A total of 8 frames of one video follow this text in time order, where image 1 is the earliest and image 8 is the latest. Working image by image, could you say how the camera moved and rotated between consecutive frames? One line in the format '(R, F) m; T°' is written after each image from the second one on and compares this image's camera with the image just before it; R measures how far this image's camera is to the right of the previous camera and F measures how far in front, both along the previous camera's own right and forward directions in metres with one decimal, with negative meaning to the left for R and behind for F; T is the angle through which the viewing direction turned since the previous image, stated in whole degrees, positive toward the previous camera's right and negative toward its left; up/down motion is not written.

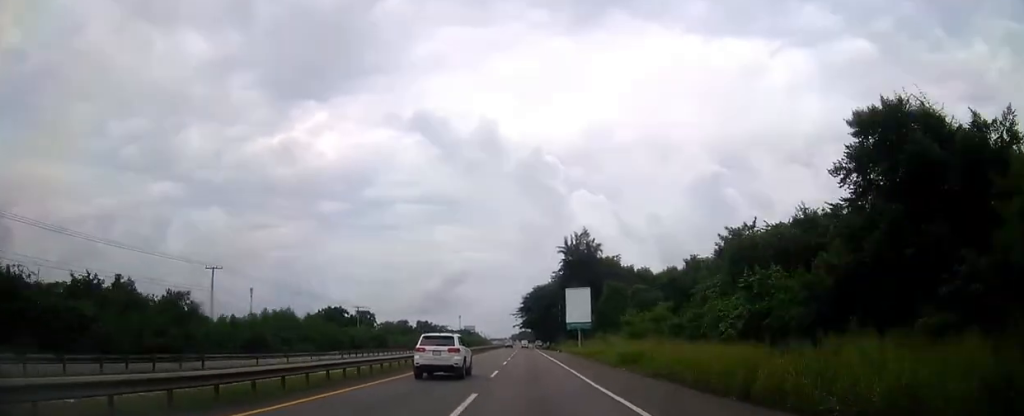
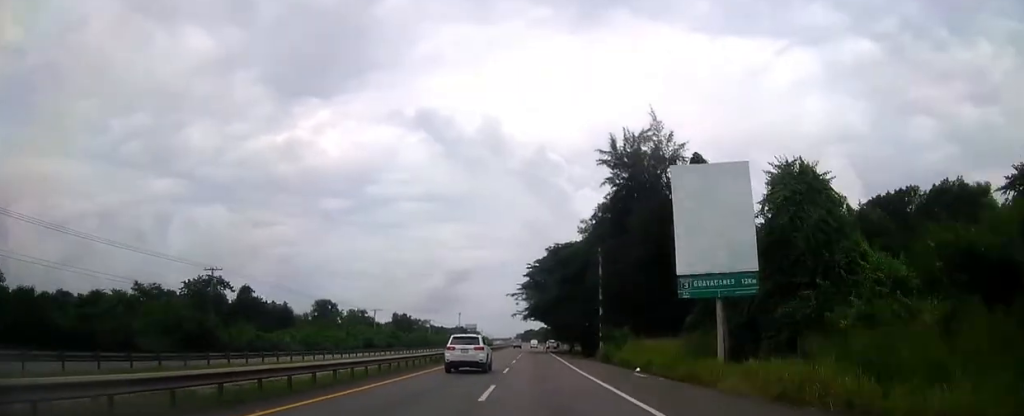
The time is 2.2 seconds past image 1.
(+0.1, +62.4) m; 0°
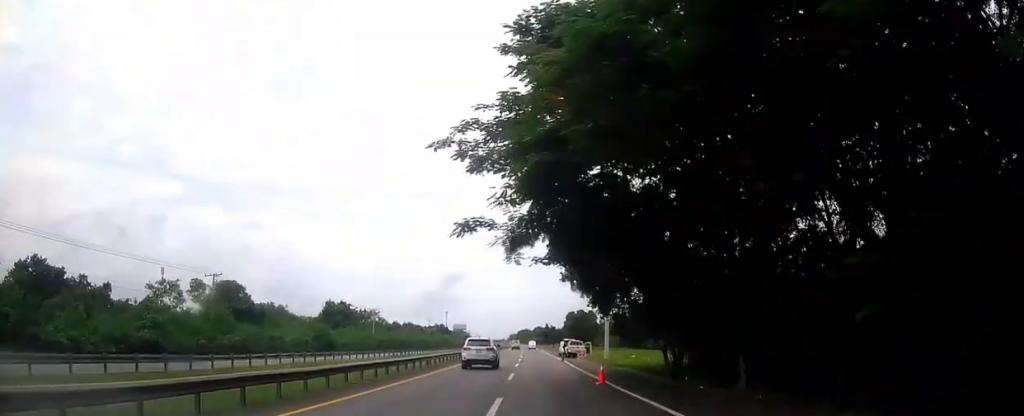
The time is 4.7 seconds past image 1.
(-0.3, +71.2) m; 0°
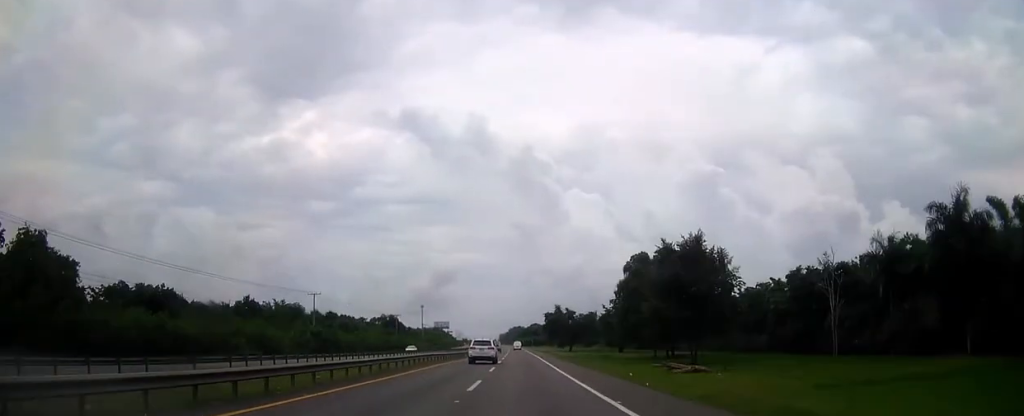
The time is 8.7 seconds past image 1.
(+0.9, +113.8) m; 0°
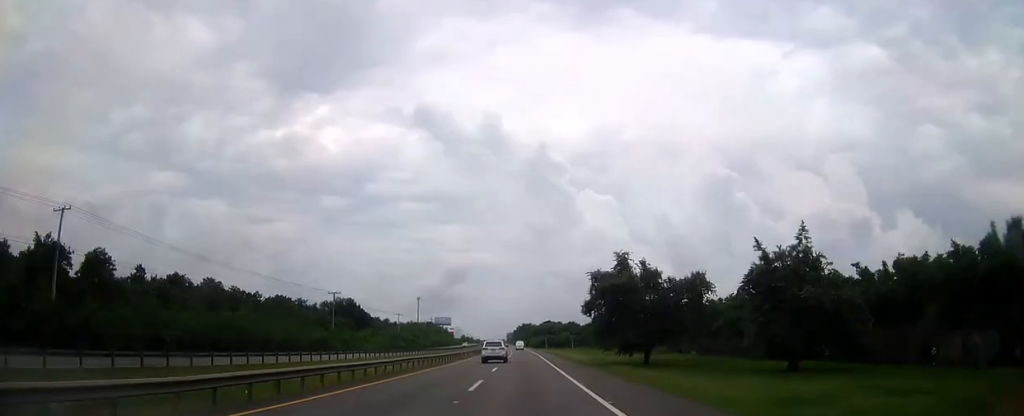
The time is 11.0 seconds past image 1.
(-0.3, +65.8) m; -1°
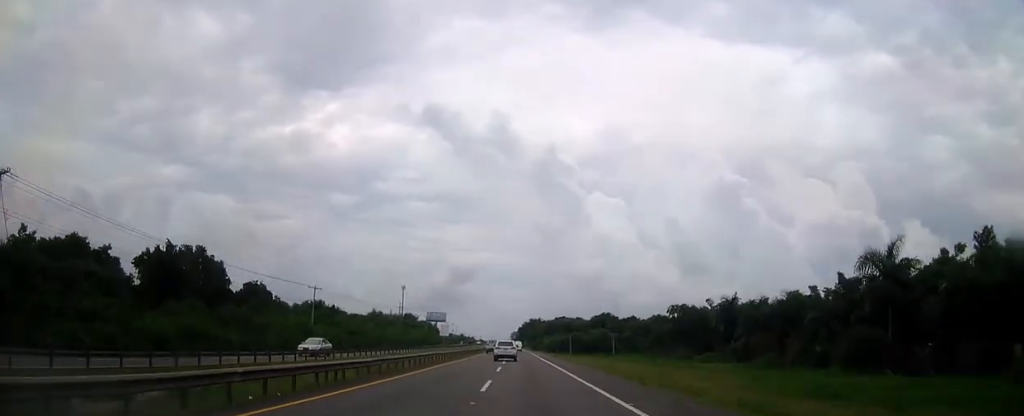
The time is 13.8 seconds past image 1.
(-0.6, +81.0) m; -1°
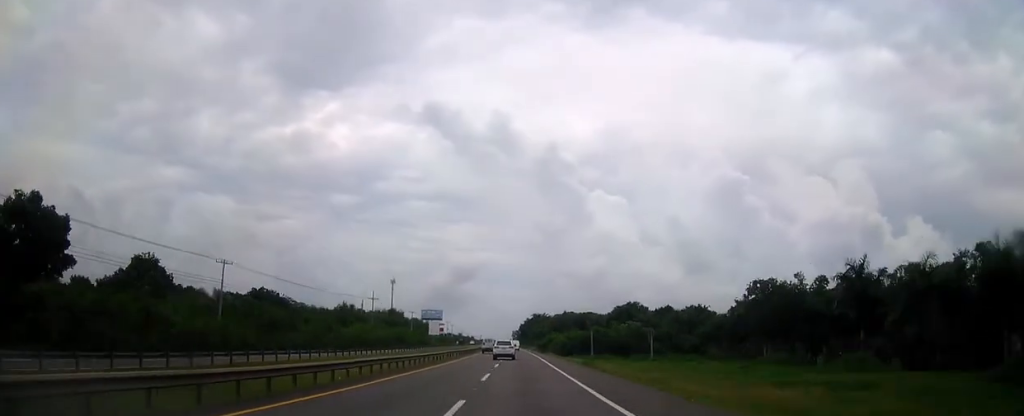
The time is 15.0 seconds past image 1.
(-0.1, +34.7) m; 0°
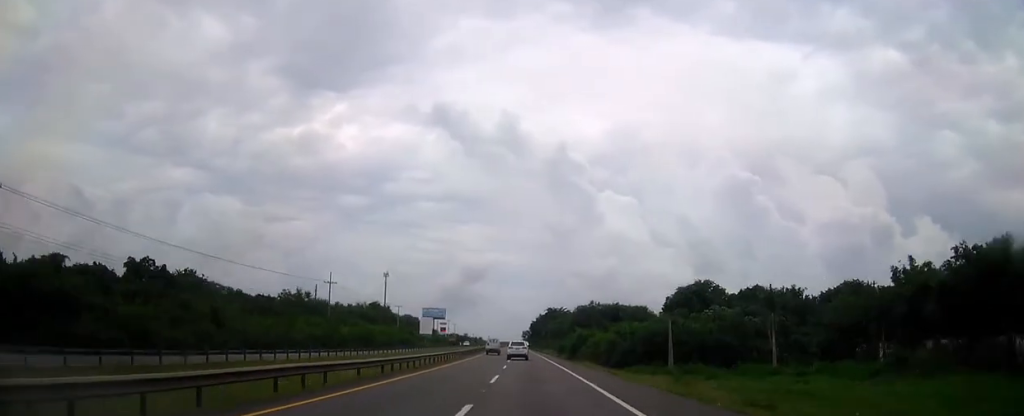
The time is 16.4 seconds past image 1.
(-0.1, +40.4) m; 0°
